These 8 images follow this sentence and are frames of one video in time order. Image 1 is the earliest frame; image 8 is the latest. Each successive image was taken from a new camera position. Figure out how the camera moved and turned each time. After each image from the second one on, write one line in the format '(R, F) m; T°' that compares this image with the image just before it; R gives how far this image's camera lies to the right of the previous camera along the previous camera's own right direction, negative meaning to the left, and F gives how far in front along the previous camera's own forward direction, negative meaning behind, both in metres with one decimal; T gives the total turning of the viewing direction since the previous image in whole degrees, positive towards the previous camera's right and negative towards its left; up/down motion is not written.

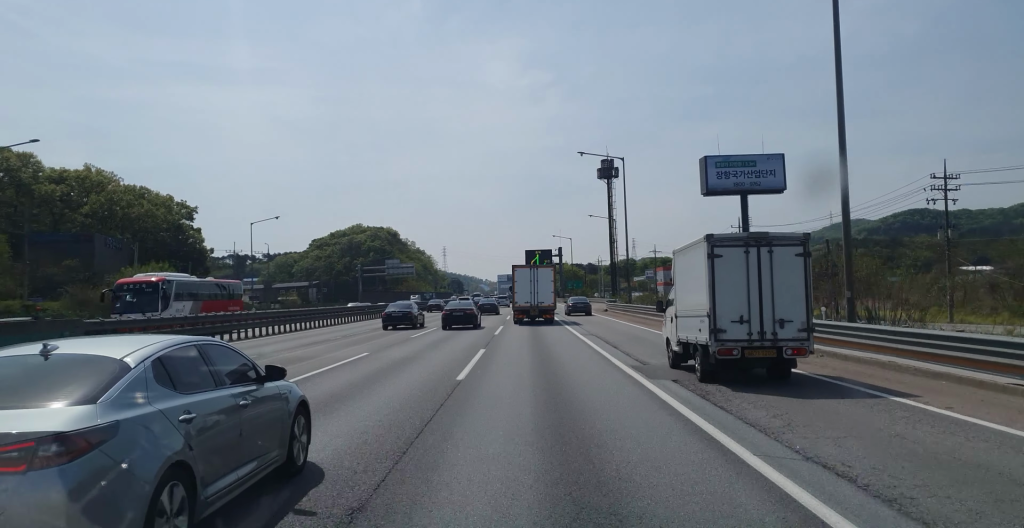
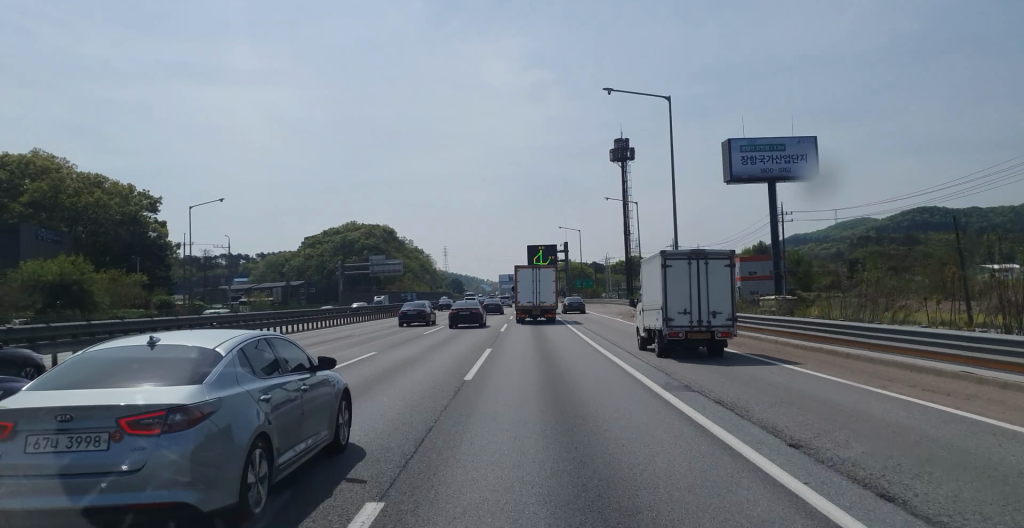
(0.0, +18.4) m; 0°
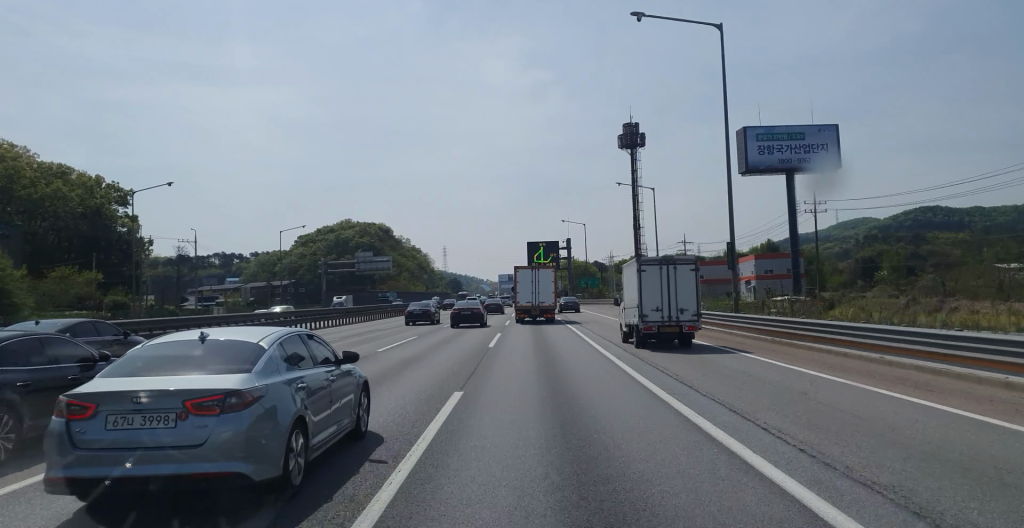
(0.0, +11.3) m; 0°
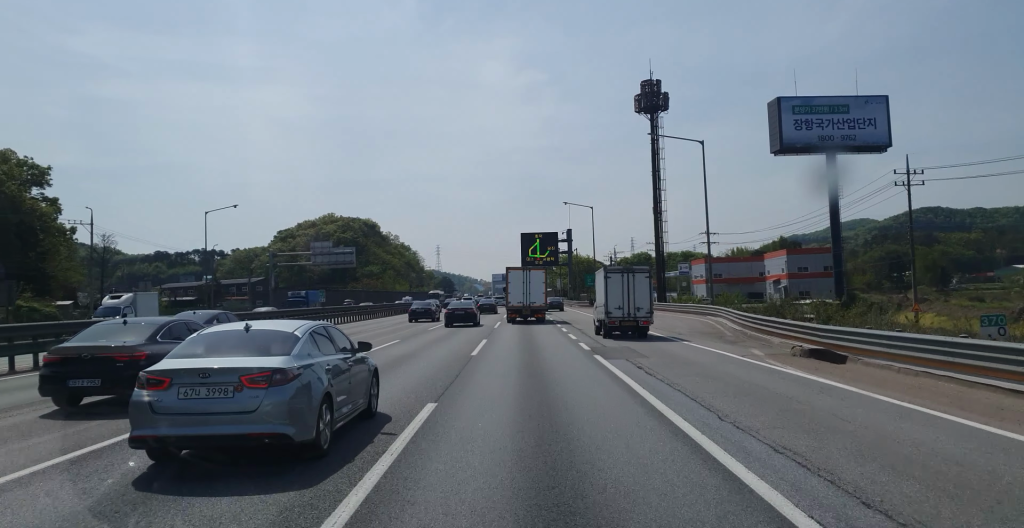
(+0.4, +22.8) m; +2°
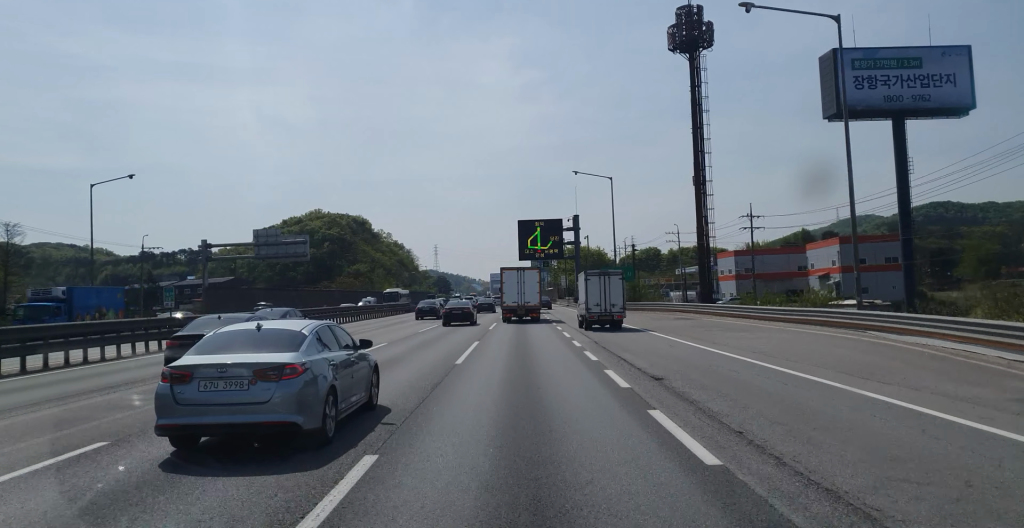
(0.0, +22.4) m; -1°
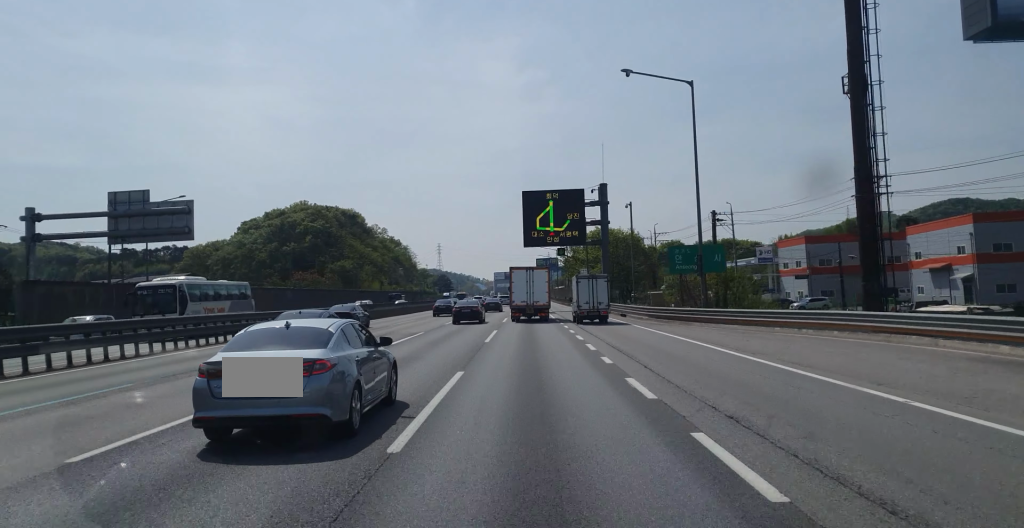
(-0.5, +31.2) m; -2°
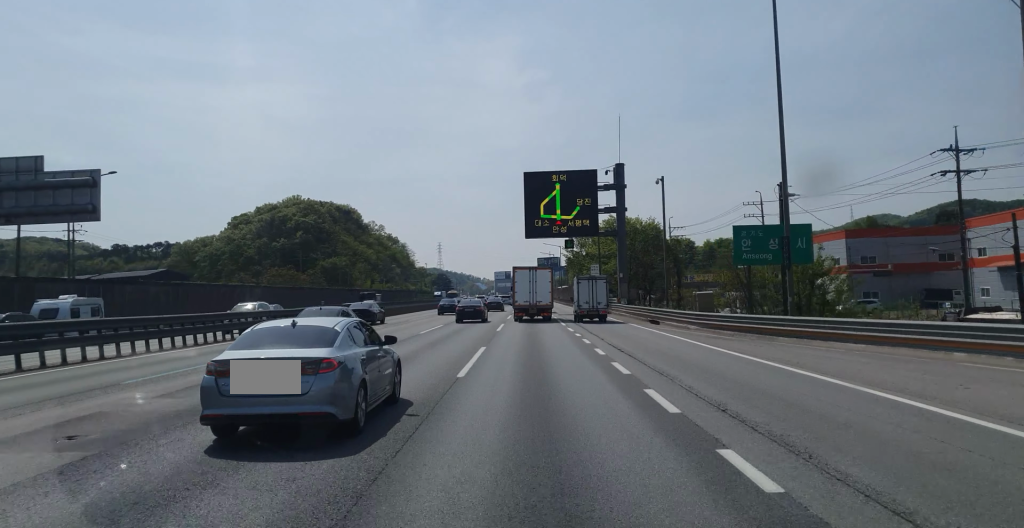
(-0.4, +12.3) m; 0°
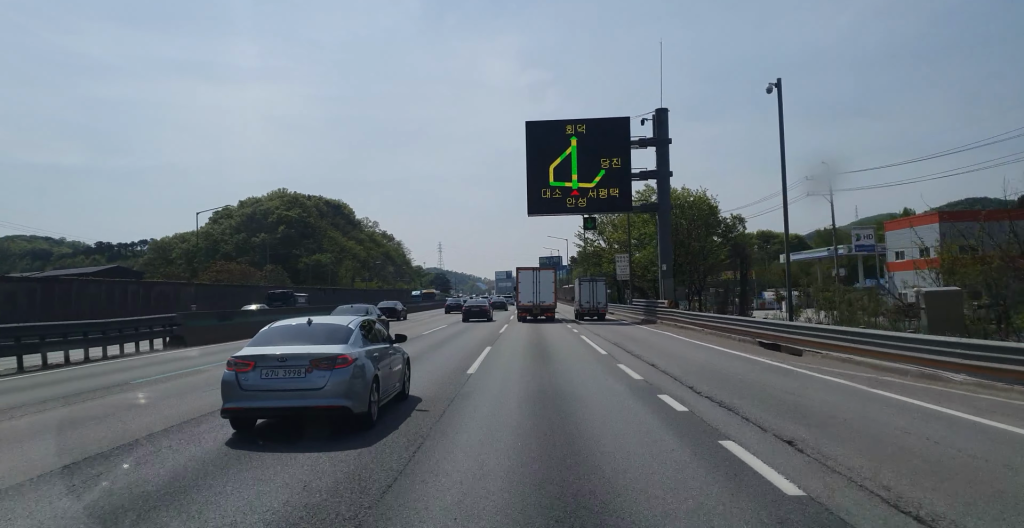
(+0.6, +20.2) m; +1°
